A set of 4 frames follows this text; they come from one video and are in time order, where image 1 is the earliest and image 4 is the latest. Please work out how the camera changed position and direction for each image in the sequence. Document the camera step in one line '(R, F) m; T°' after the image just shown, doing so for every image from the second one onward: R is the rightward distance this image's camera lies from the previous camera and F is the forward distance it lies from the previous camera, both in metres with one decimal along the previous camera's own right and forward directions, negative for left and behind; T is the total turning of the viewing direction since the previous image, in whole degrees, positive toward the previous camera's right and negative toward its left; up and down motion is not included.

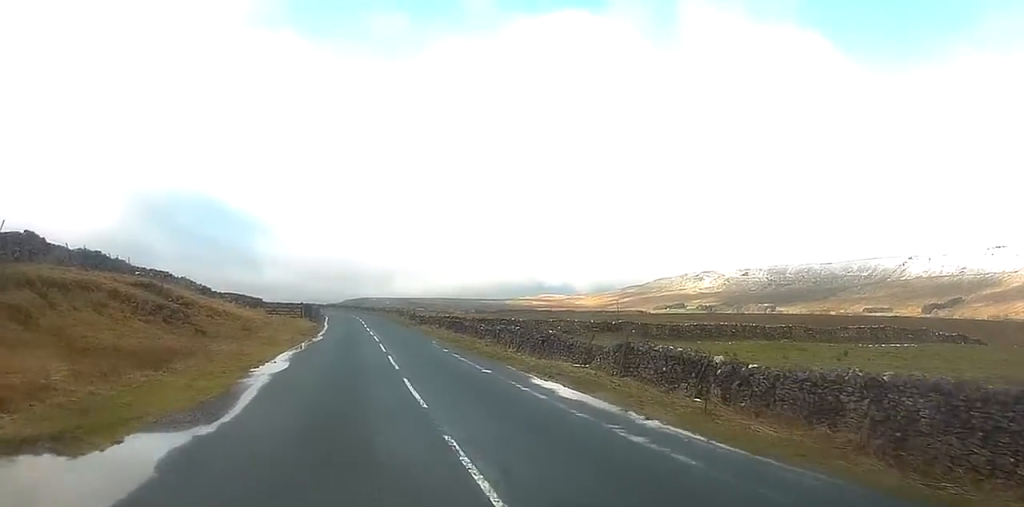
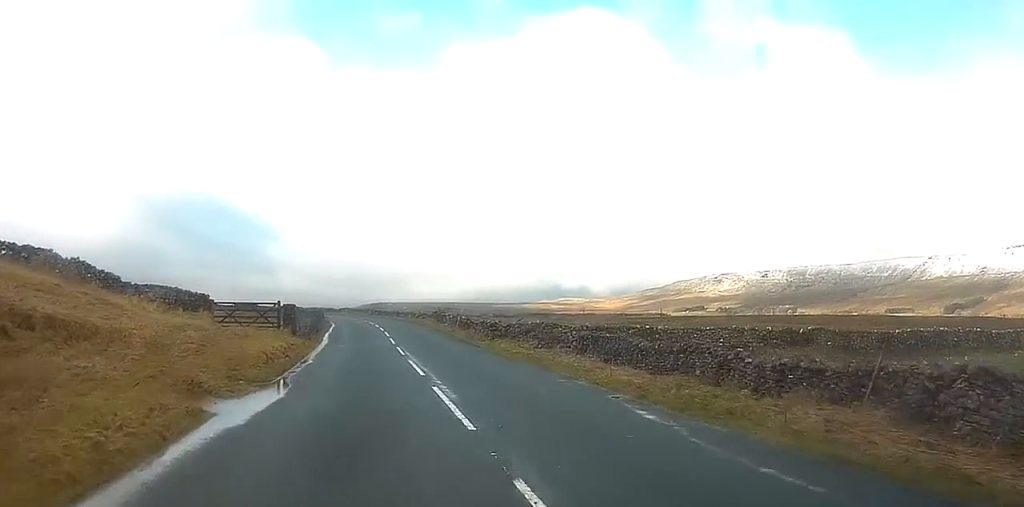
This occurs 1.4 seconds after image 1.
(0.0, +30.3) m; 0°
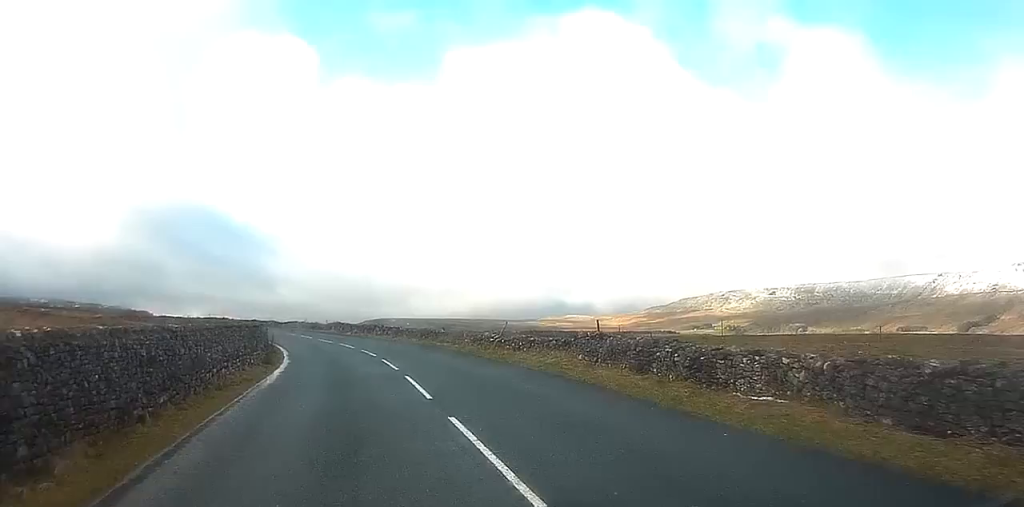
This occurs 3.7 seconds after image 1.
(-0.5, +42.6) m; -2°
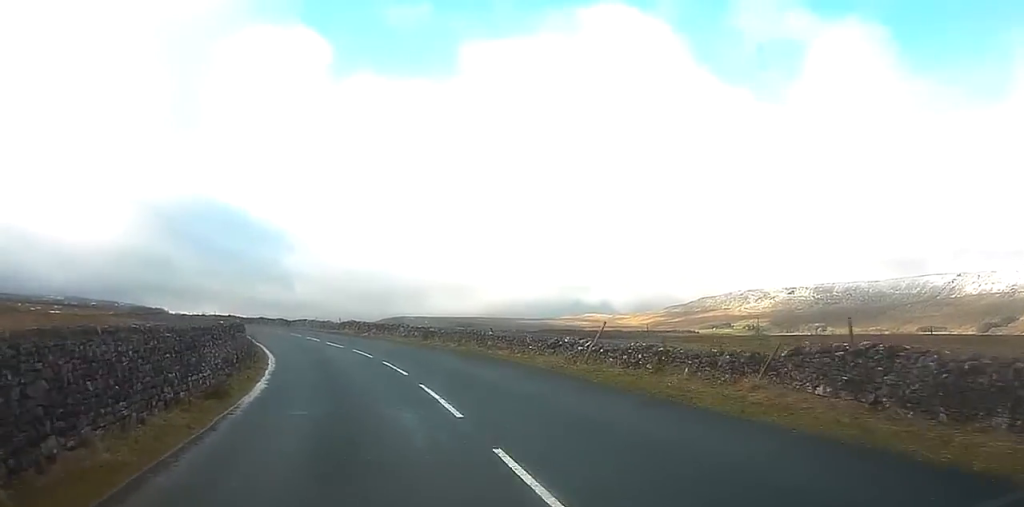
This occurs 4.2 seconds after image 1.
(-0.1, +11.2) m; -2°
